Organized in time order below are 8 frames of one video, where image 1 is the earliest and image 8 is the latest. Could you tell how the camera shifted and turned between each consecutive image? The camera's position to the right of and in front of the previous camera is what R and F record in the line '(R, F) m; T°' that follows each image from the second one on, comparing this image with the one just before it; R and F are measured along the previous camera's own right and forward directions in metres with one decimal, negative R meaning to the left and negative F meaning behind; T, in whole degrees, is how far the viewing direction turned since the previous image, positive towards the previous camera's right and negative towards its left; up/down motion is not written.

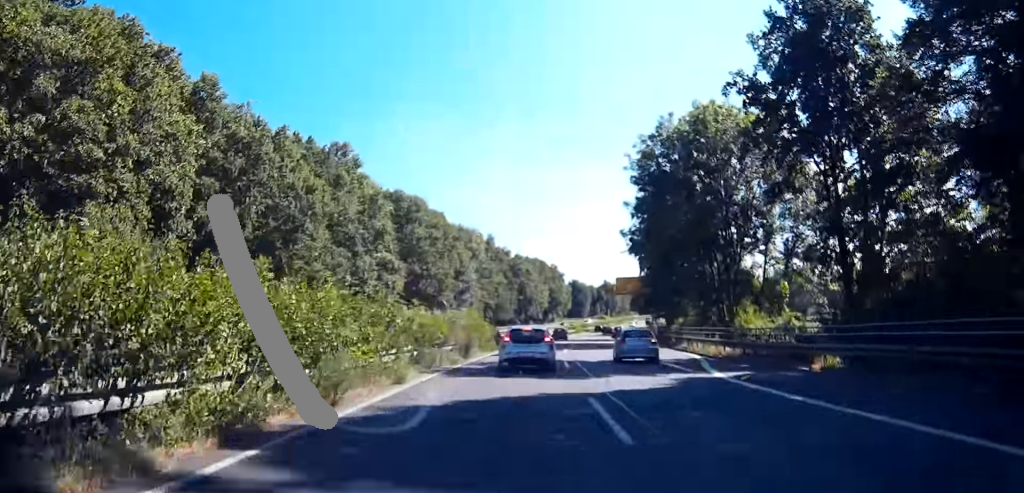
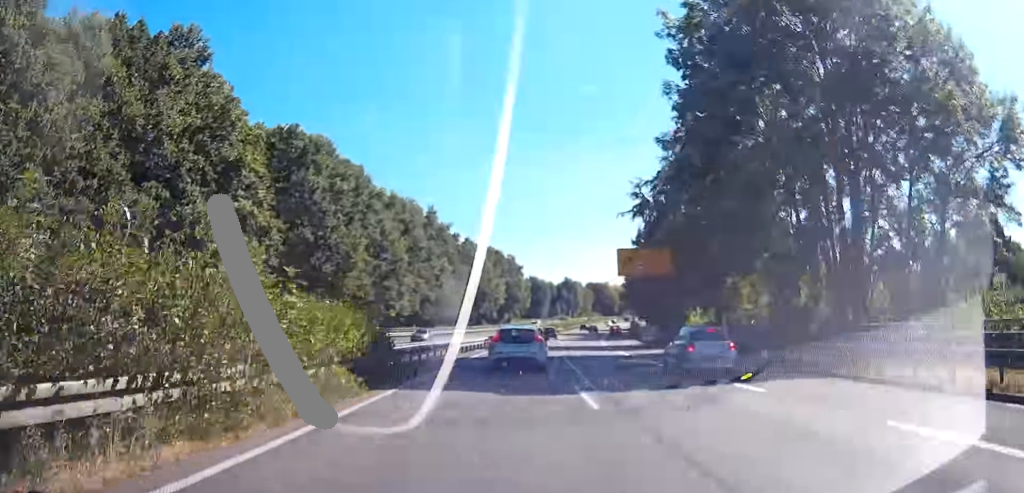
(+1.1, +31.4) m; +3°
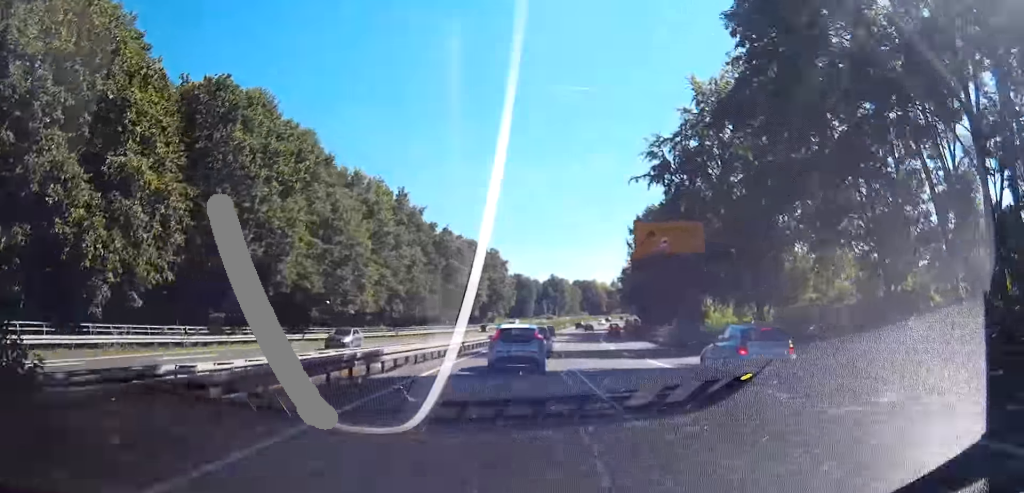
(+0.1, +13.9) m; +1°
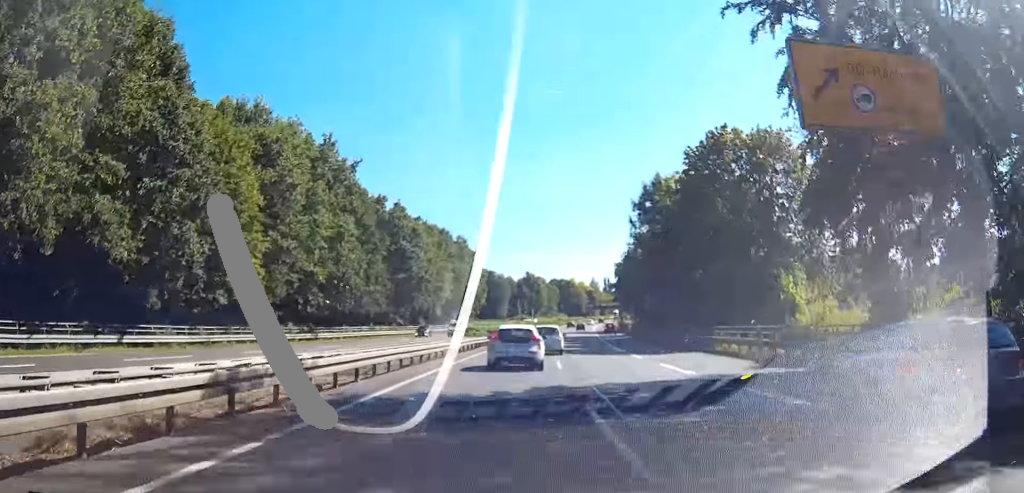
(+0.4, +26.7) m; +2°
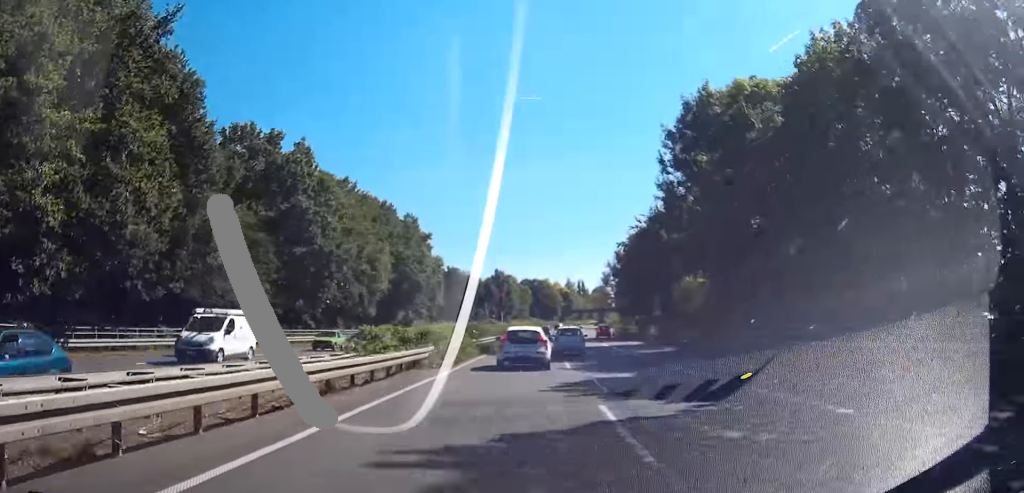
(+1.7, +34.1) m; +4°
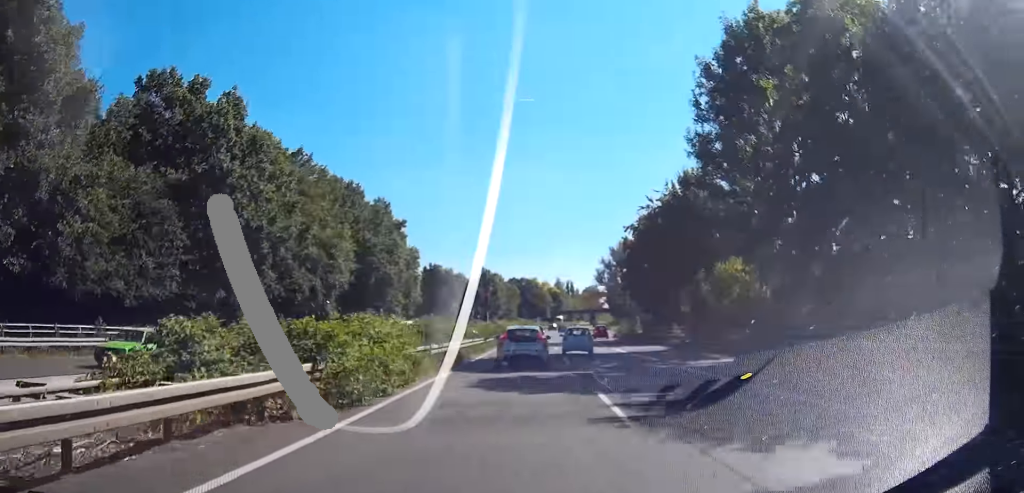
(+0.5, +14.8) m; 0°
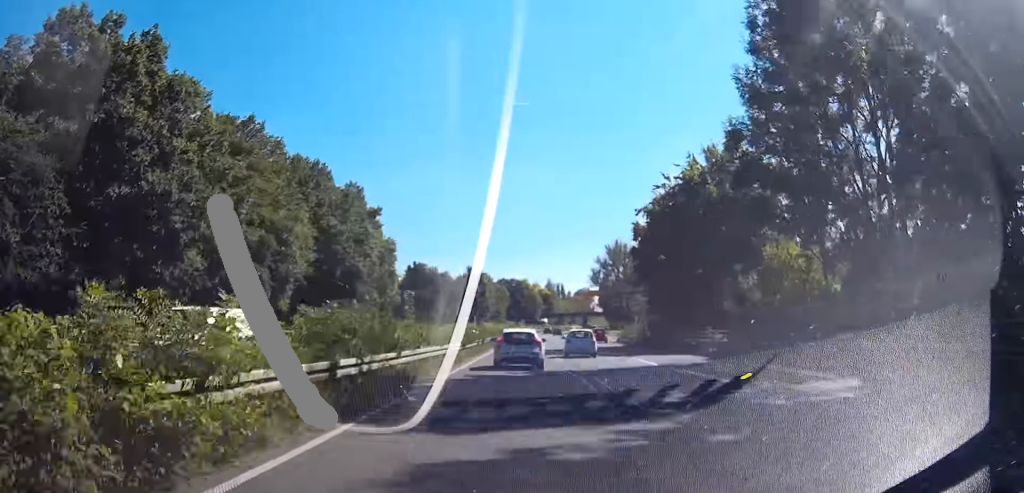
(-0.5, +12.8) m; -1°
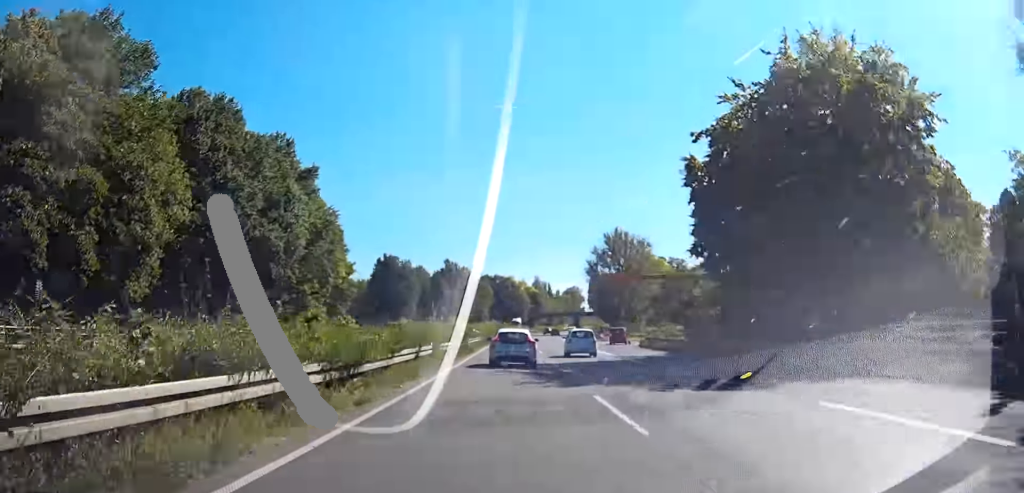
(-0.5, +25.4) m; 0°
